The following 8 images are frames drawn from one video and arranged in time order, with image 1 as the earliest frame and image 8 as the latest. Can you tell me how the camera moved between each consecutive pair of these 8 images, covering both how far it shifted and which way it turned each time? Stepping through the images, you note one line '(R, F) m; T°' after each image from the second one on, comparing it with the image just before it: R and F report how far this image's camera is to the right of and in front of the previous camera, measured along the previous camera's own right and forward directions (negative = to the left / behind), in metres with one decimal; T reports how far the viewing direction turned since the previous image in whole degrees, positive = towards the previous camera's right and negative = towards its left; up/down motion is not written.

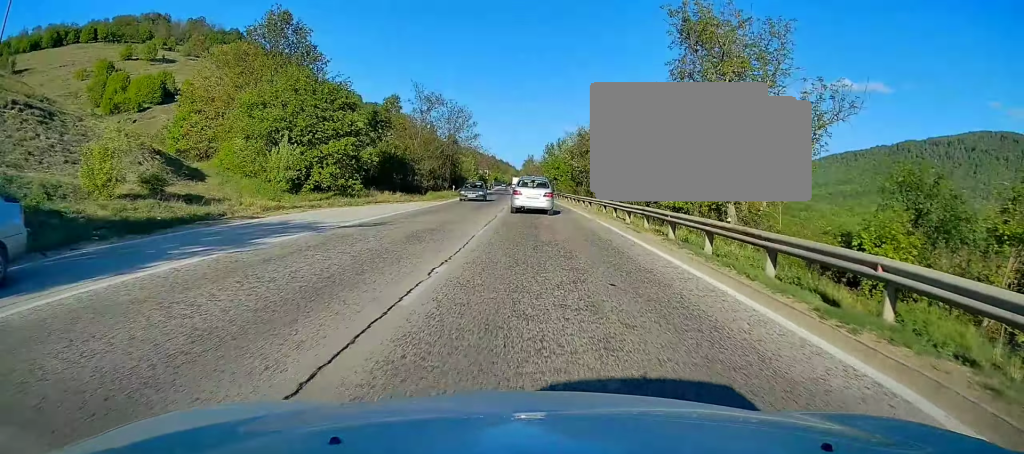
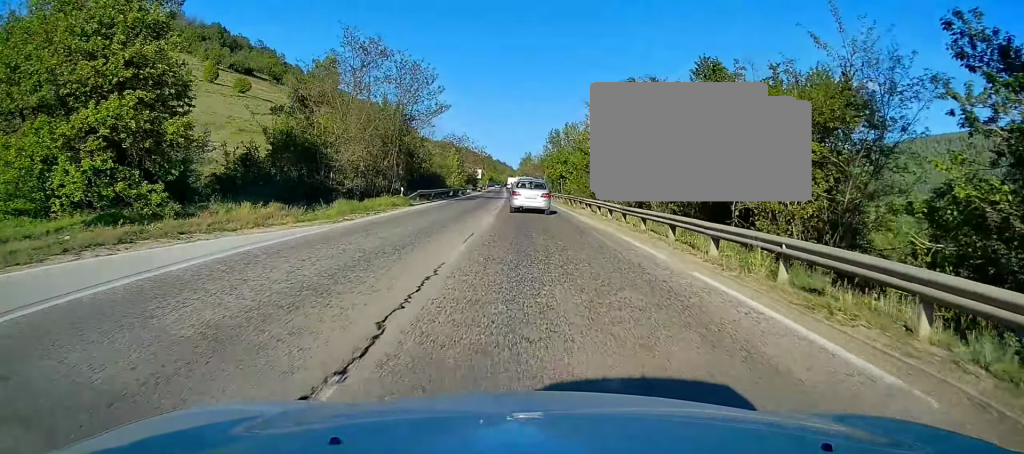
(0.0, +23.6) m; 0°
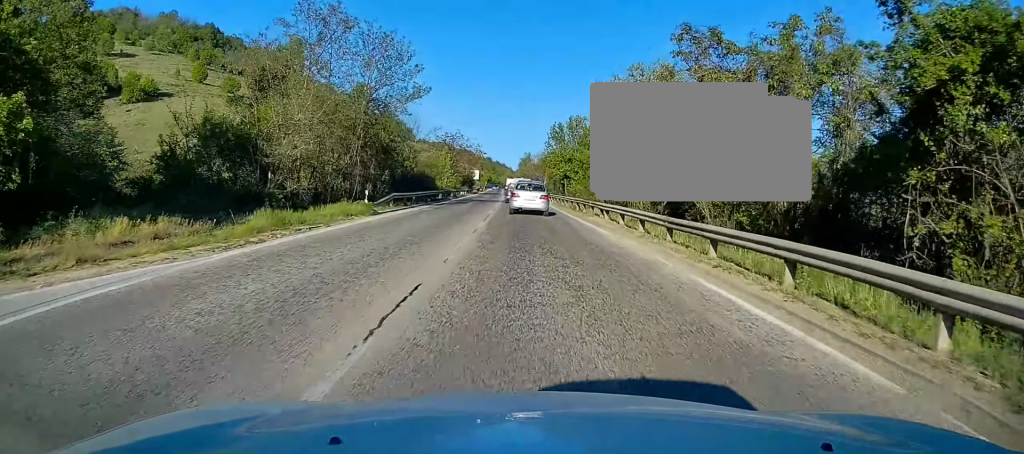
(0.0, +7.9) m; 0°
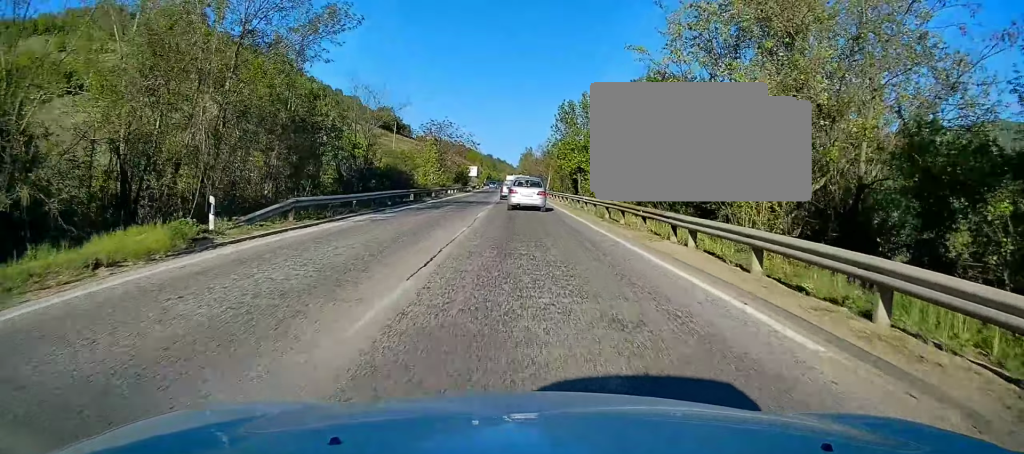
(0.0, +14.3) m; 0°
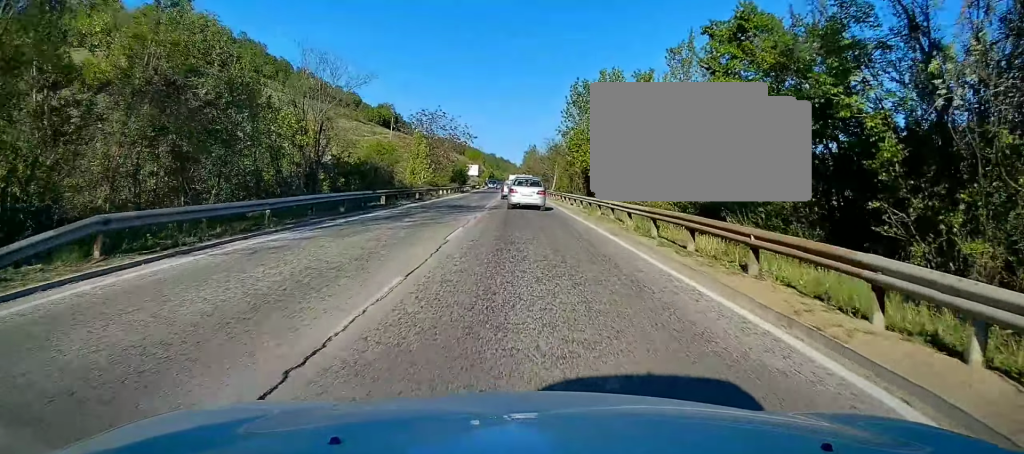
(0.0, +9.2) m; 0°
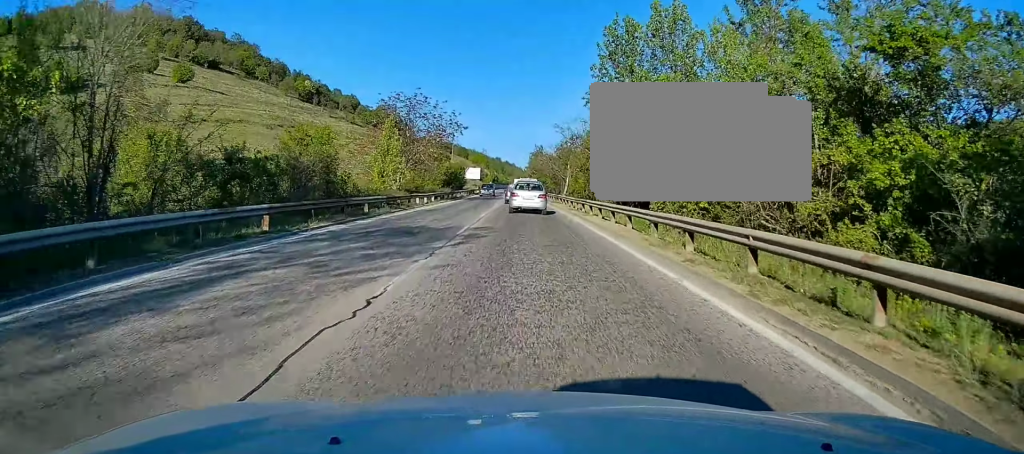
(0.0, +15.2) m; -1°
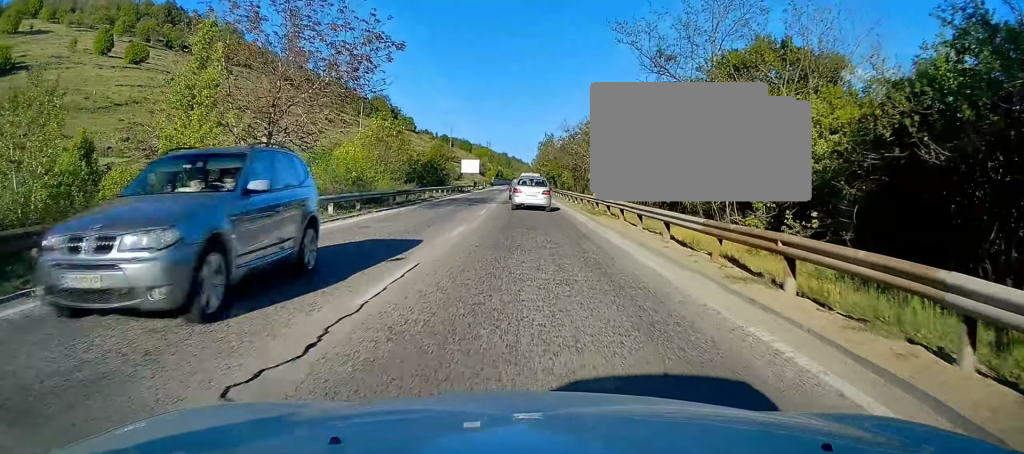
(-0.2, +27.9) m; 0°
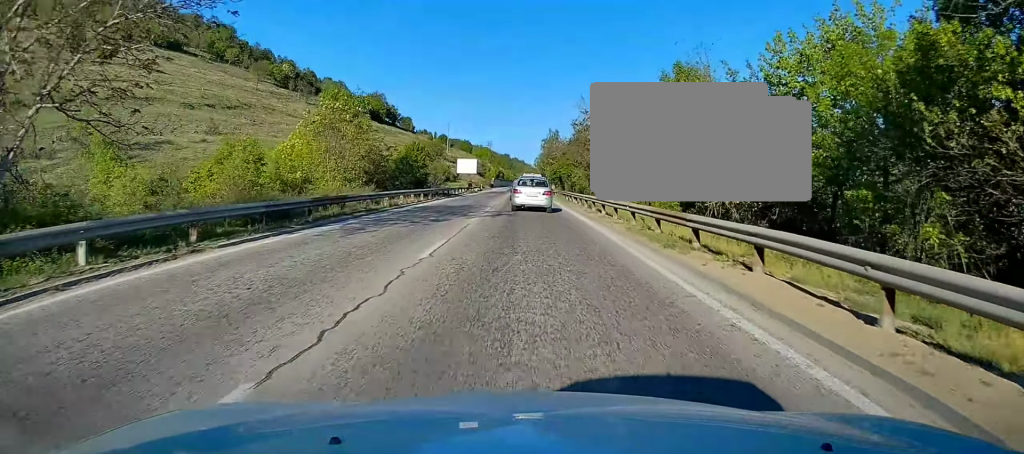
(0.0, +13.8) m; -1°
